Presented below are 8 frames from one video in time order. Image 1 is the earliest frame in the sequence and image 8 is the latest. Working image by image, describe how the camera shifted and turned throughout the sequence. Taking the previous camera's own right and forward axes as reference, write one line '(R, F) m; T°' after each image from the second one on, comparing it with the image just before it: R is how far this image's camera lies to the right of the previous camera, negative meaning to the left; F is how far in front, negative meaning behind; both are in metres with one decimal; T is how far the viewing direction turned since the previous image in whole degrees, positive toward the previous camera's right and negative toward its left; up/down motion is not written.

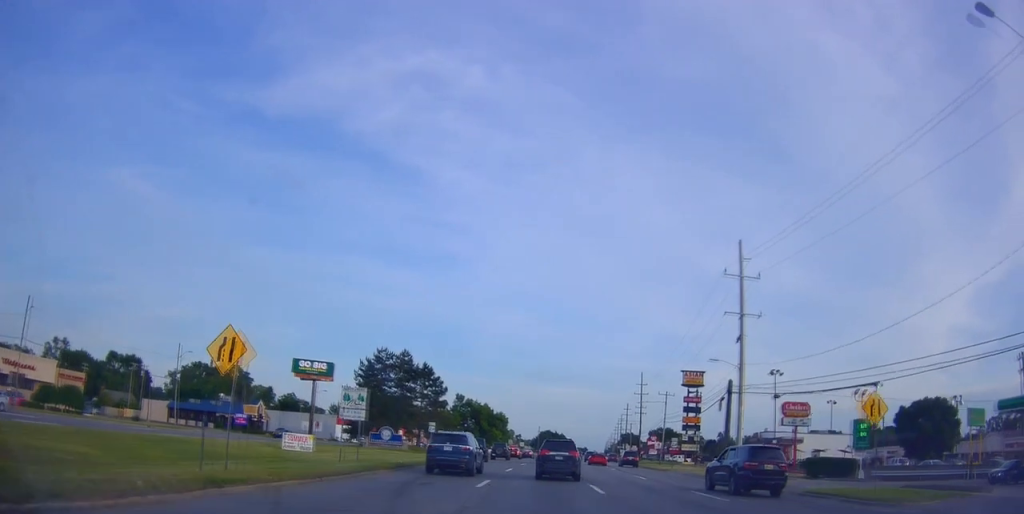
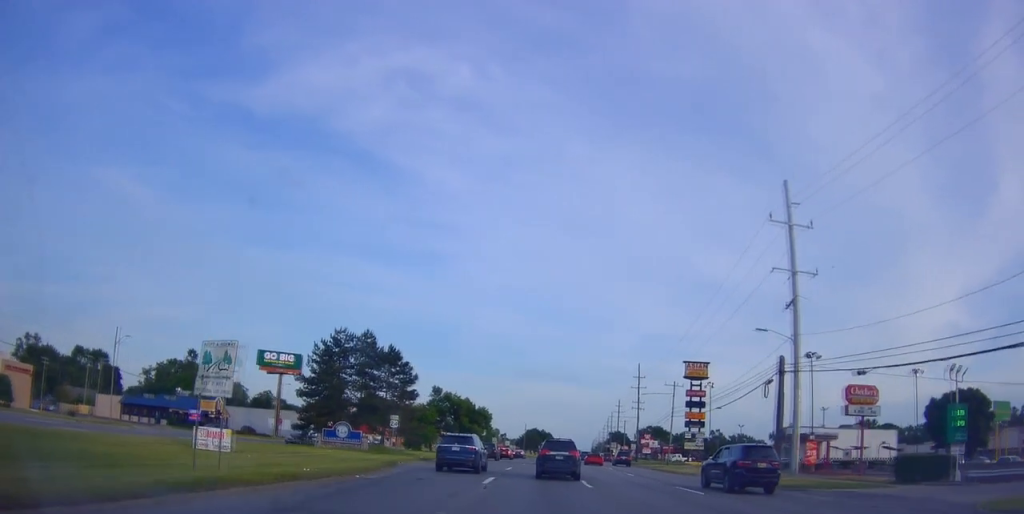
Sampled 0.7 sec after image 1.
(-0.1, +11.3) m; +2°
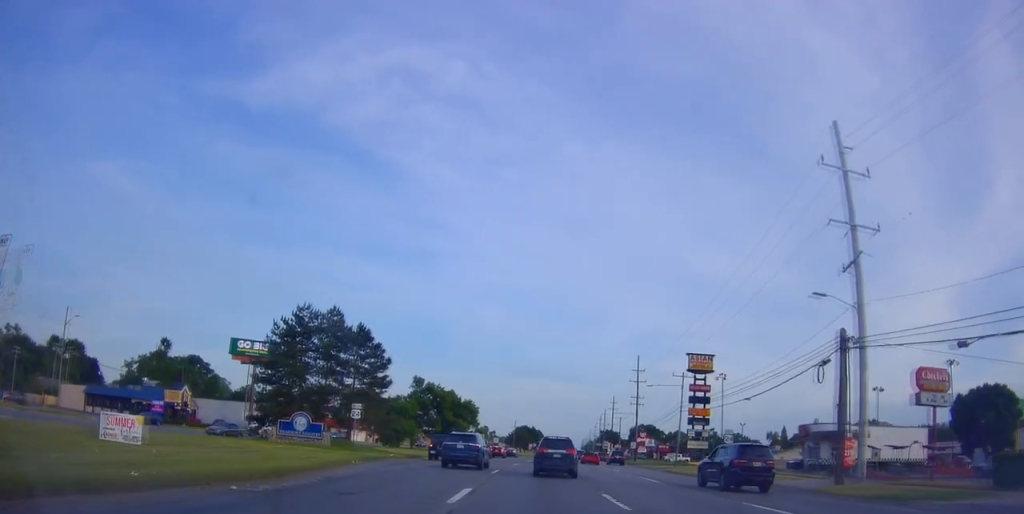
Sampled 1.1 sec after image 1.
(+0.4, +8.0) m; 0°
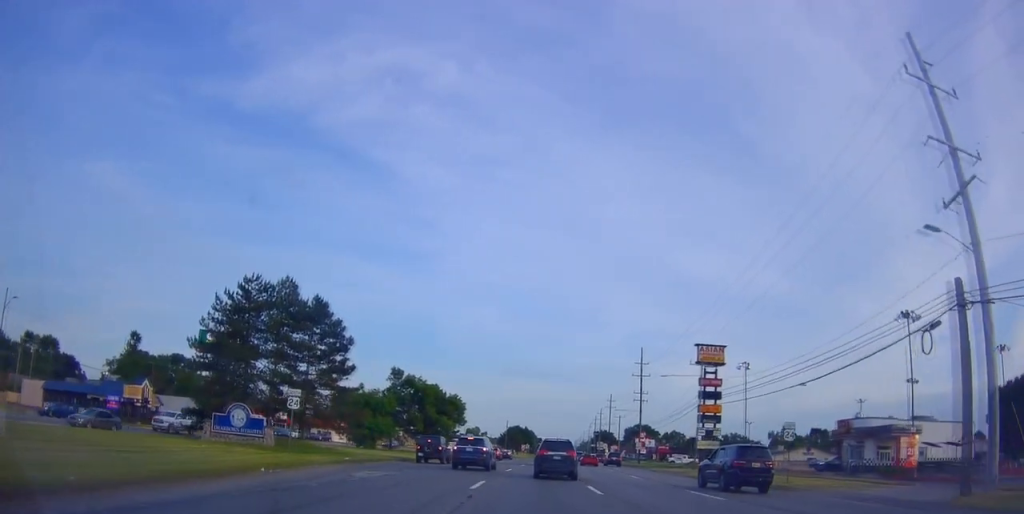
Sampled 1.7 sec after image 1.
(+0.3, +9.2) m; 0°
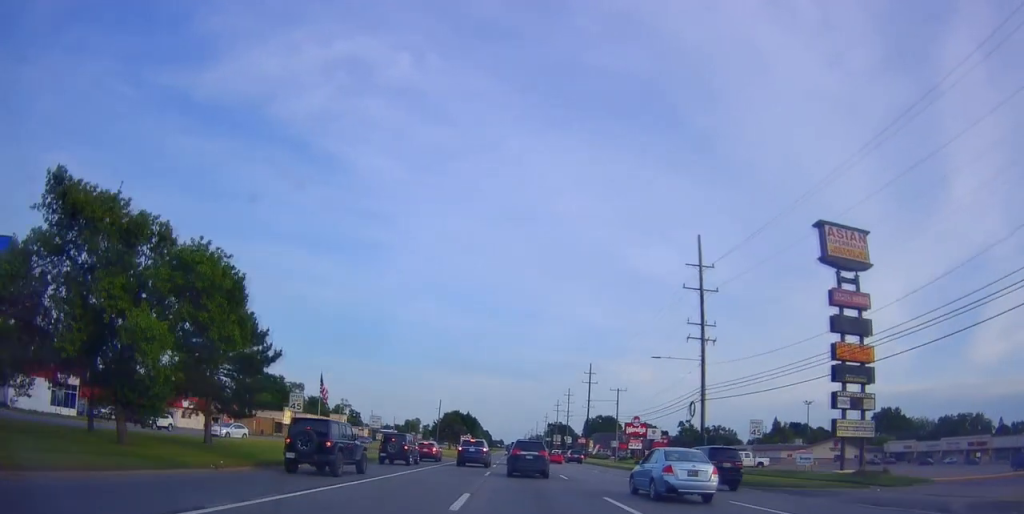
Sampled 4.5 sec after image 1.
(+1.9, +50.8) m; +5°
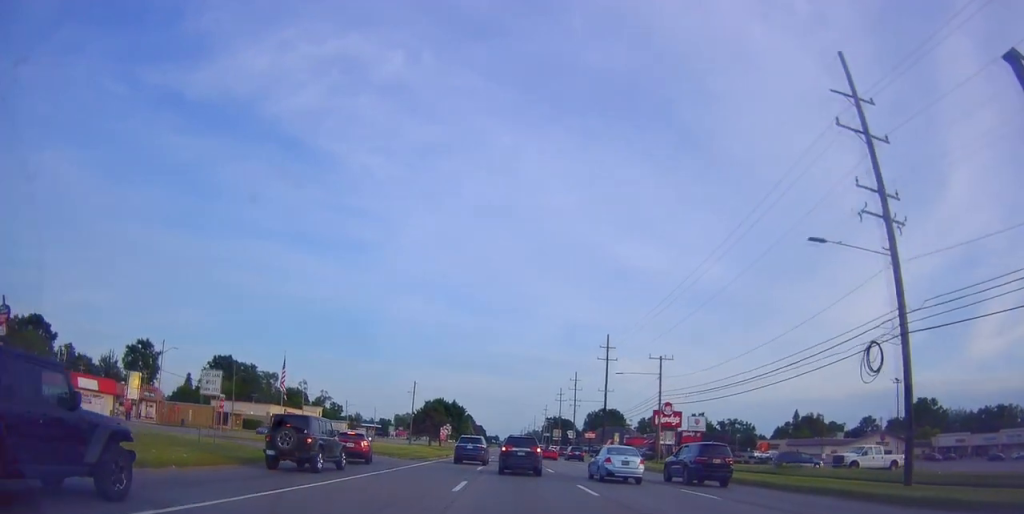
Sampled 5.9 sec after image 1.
(+1.8, +25.9) m; +3°
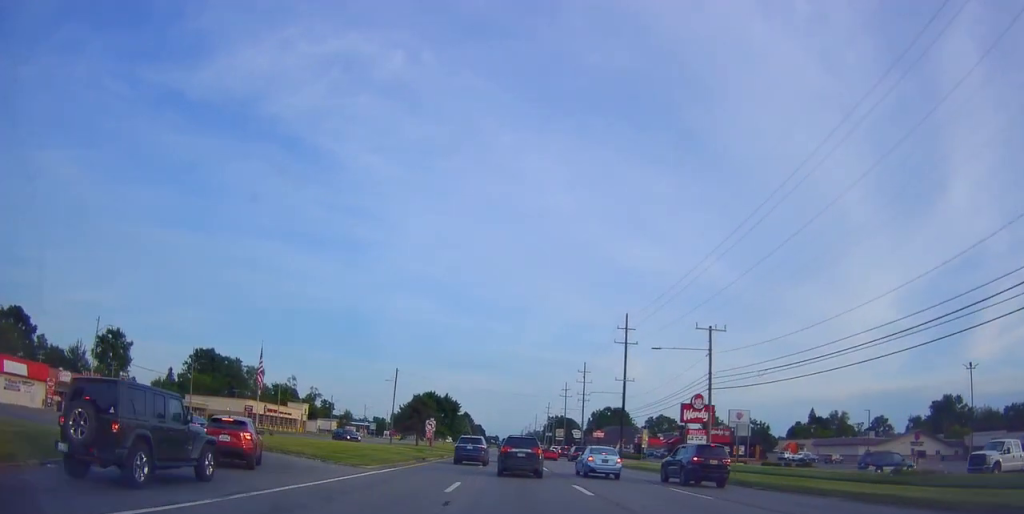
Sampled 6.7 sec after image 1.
(-0.2, +14.9) m; -2°
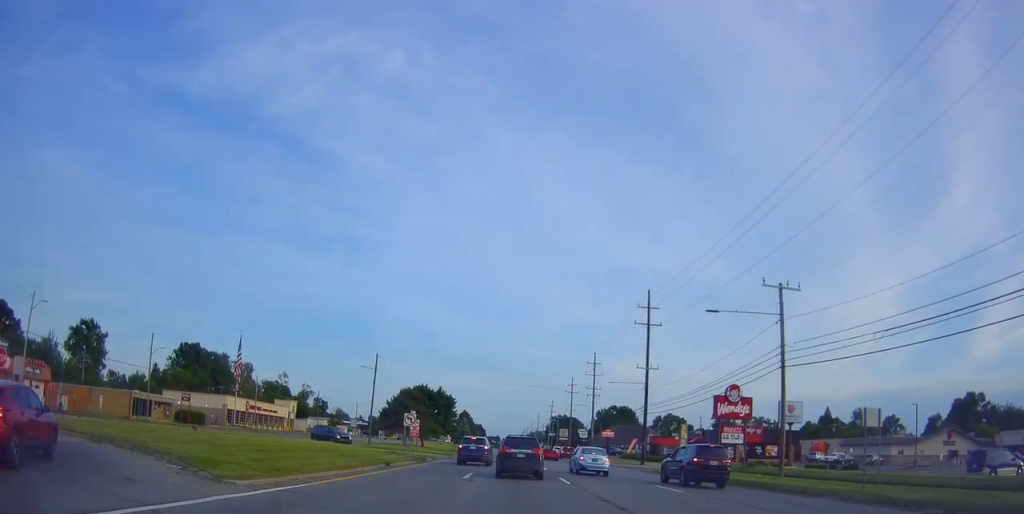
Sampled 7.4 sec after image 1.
(-0.3, +12.2) m; -1°
